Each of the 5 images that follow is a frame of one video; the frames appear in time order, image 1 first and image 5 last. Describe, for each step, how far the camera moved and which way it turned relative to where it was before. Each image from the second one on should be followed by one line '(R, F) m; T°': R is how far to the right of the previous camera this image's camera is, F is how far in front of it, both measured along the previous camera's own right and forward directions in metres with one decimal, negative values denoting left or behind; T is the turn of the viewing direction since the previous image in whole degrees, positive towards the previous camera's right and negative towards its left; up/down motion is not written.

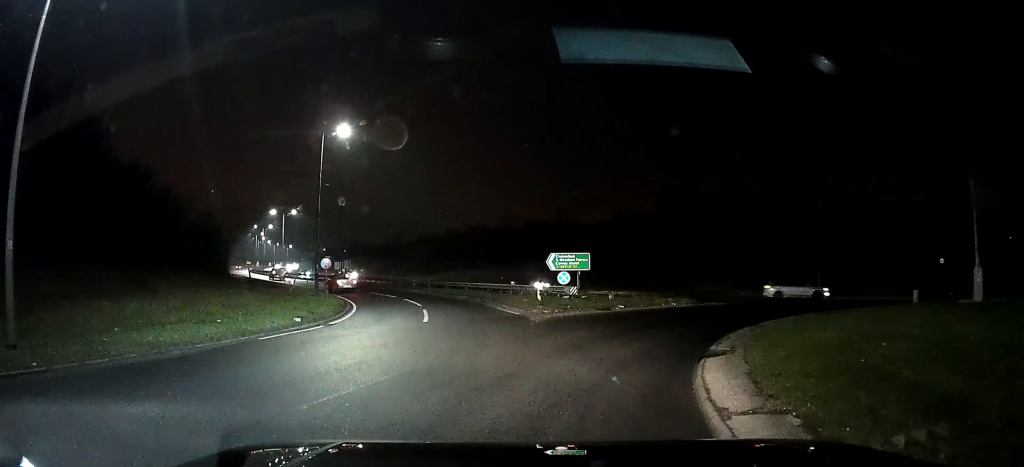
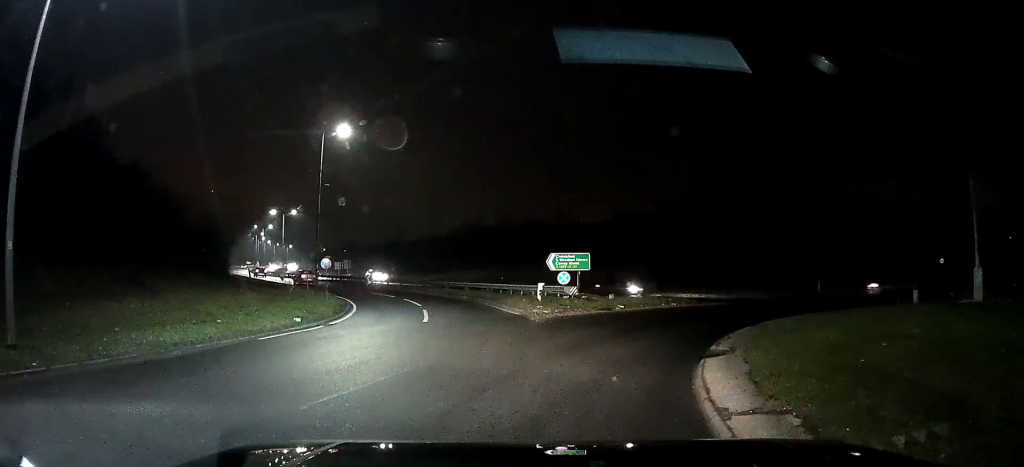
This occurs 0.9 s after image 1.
(0.0, 0.0) m; 0°
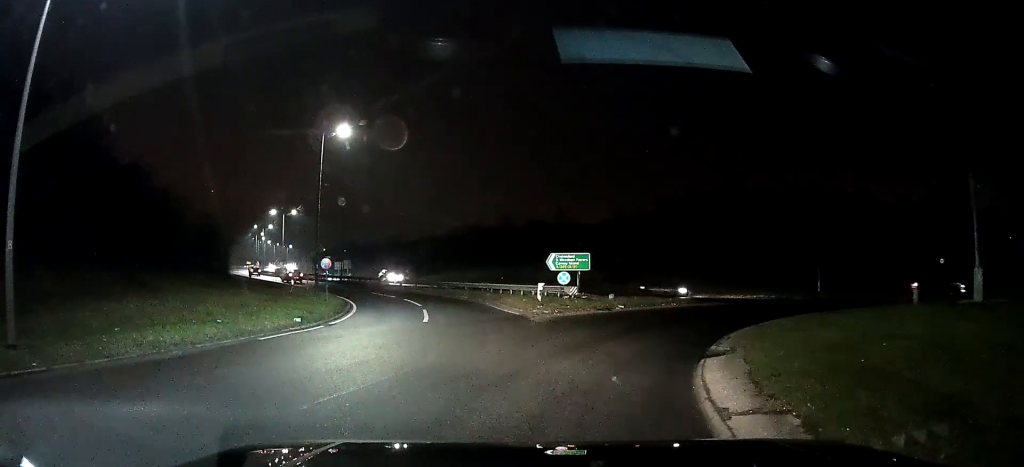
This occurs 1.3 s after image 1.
(0.0, 0.0) m; 0°
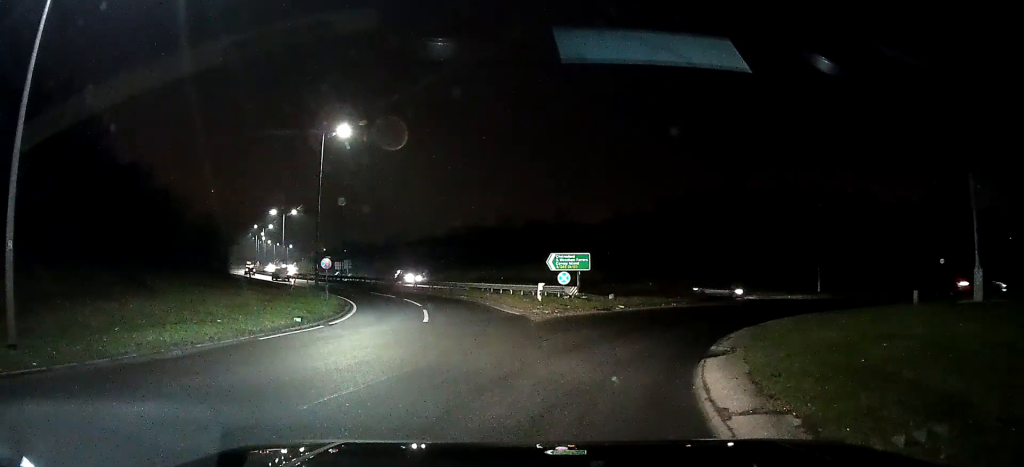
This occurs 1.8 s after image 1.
(0.0, 0.0) m; 0°
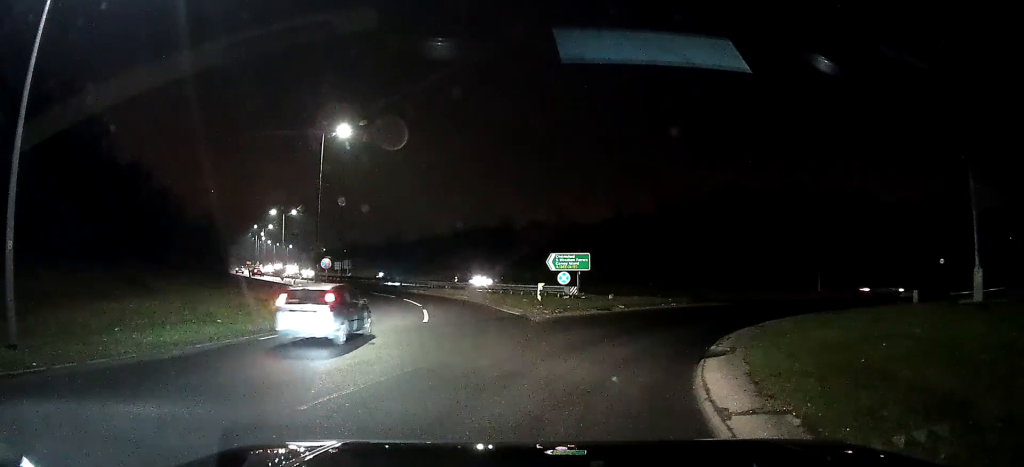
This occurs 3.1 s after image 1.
(0.0, 0.0) m; 0°
